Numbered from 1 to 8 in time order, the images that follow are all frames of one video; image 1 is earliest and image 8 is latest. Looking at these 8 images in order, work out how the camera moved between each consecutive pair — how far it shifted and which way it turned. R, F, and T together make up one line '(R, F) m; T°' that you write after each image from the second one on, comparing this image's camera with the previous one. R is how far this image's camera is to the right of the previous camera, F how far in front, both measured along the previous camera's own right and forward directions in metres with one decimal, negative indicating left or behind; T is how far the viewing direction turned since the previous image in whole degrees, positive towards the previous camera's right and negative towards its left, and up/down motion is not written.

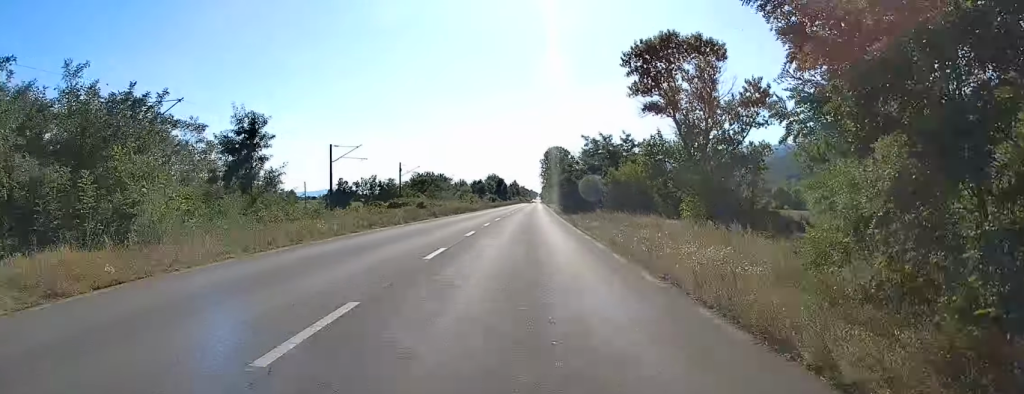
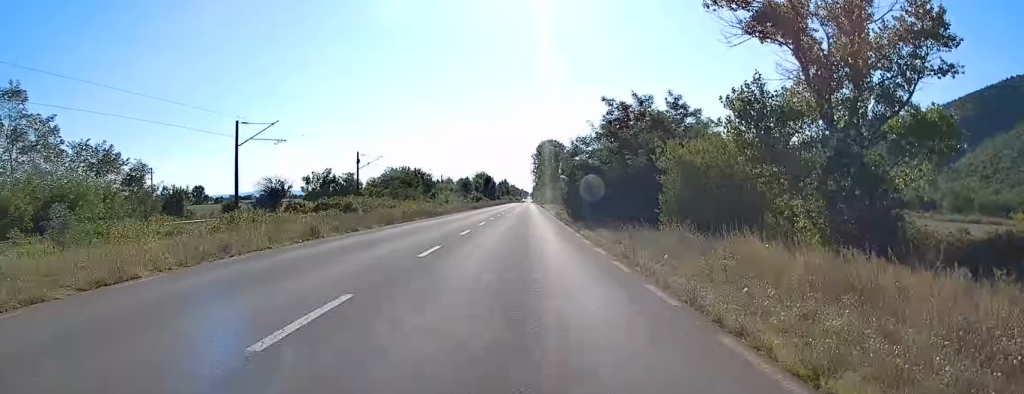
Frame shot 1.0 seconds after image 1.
(0.0, +26.2) m; +1°
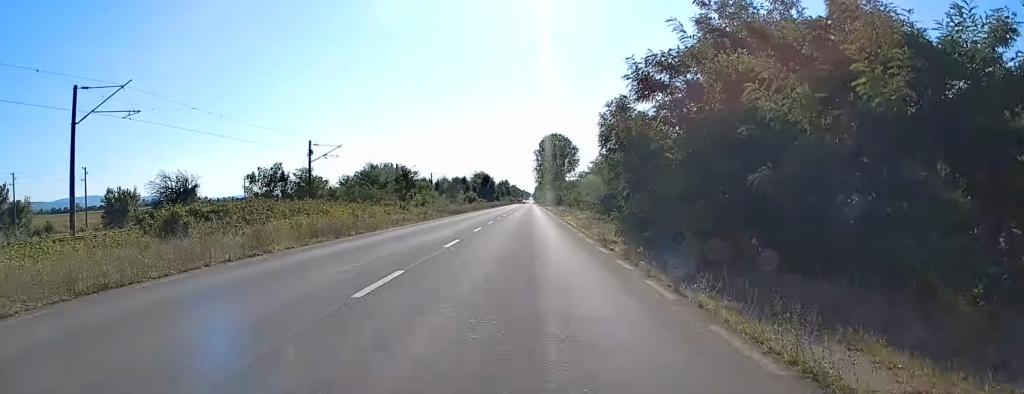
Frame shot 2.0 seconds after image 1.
(+0.2, +23.7) m; +1°
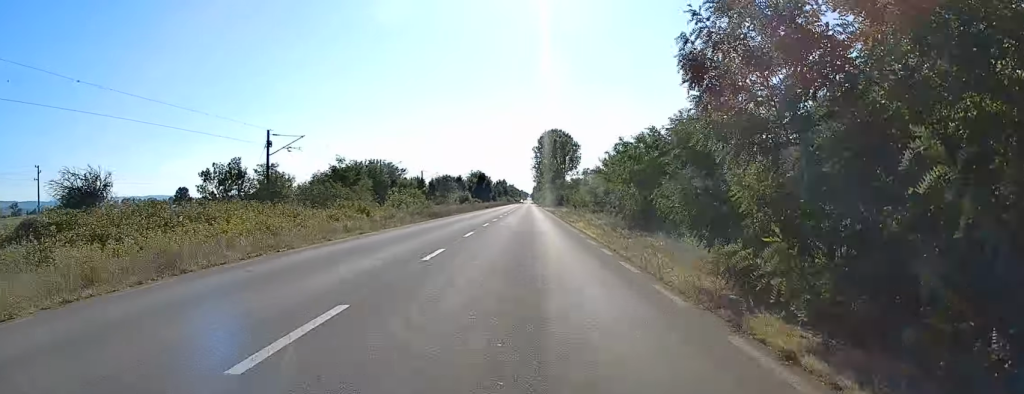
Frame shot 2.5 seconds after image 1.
(0.0, +12.7) m; 0°
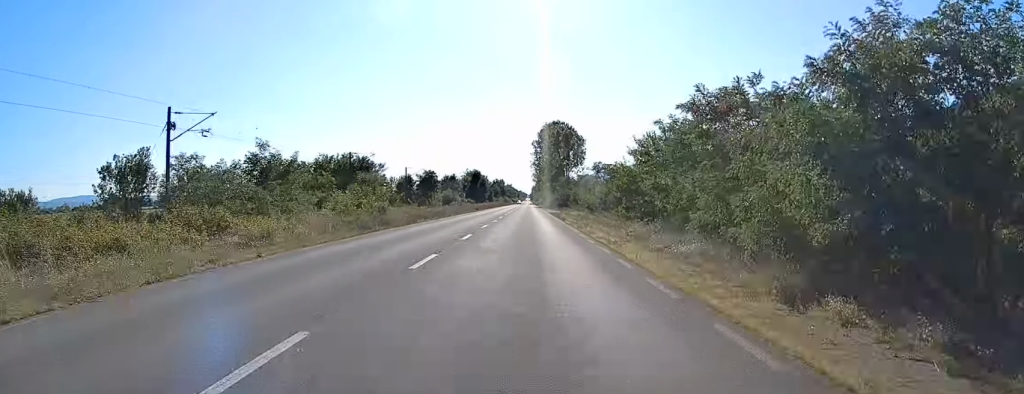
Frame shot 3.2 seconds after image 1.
(0.0, +19.5) m; 0°
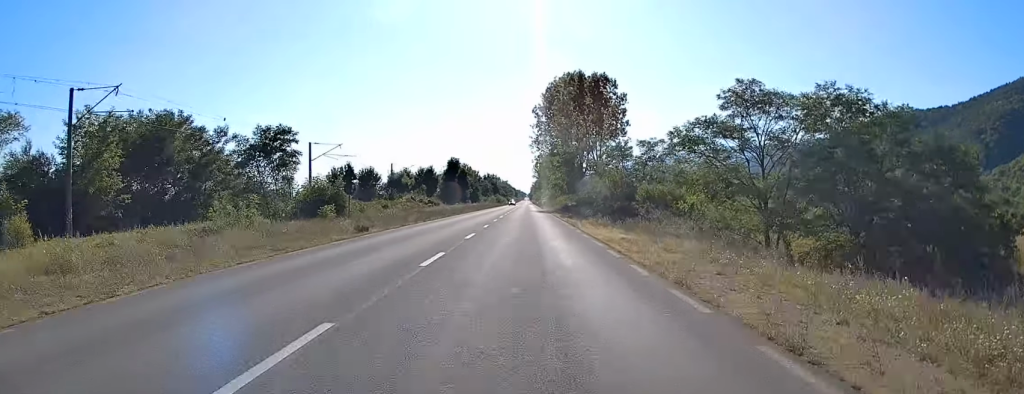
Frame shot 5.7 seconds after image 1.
(-0.1, +62.2) m; 0°
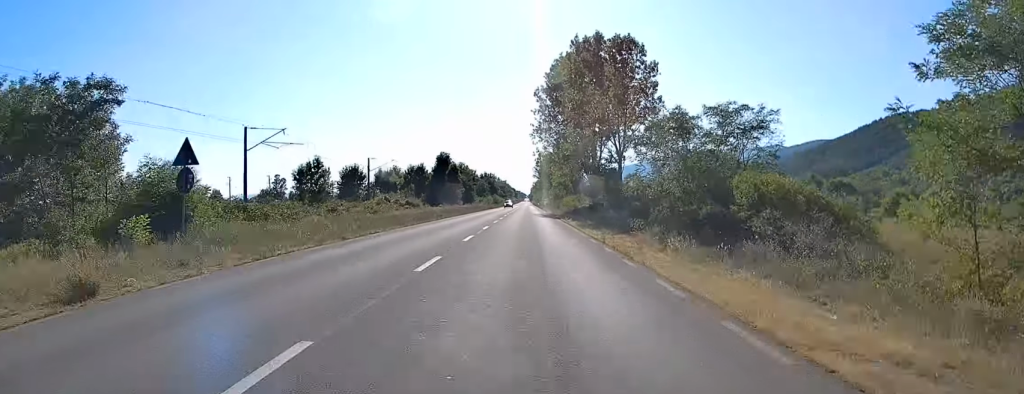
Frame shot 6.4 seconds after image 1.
(0.0, +18.8) m; +1°
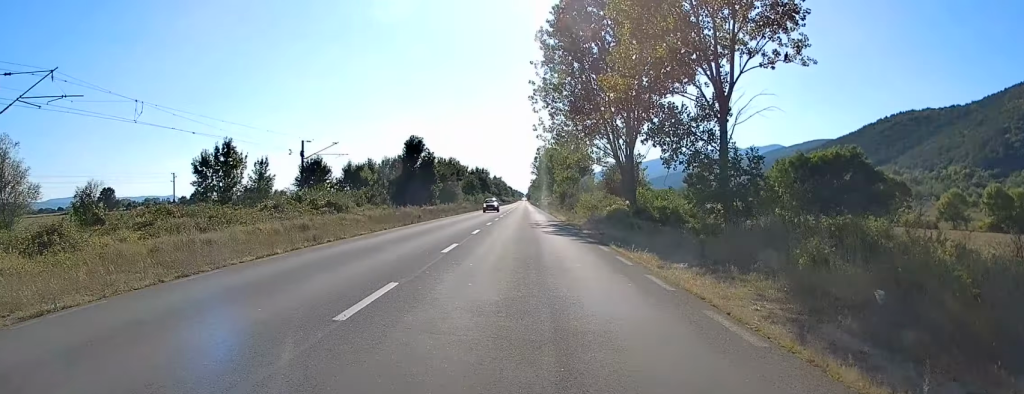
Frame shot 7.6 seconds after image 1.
(+0.2, +31.6) m; -1°
